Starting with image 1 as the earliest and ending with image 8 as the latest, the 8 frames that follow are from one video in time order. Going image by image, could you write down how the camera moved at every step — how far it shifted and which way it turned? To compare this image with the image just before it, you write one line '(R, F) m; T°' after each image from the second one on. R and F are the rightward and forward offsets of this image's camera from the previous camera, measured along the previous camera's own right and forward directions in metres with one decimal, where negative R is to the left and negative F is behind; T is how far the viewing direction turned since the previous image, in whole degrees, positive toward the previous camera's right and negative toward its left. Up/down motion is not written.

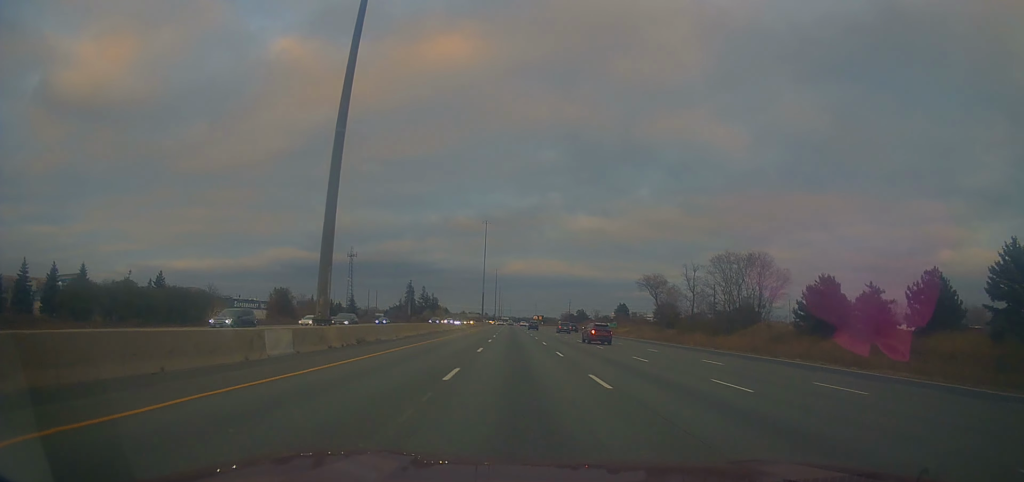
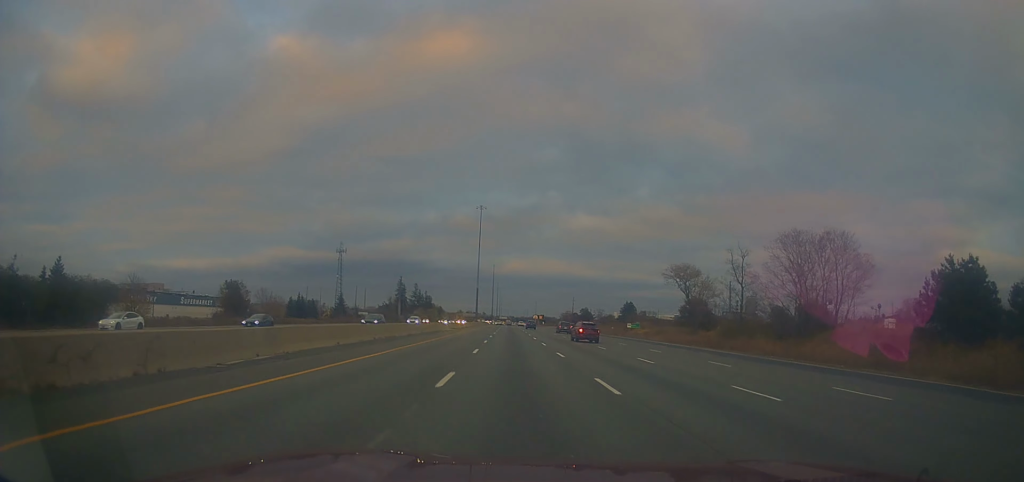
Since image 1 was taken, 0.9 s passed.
(-0.1, +25.7) m; 0°
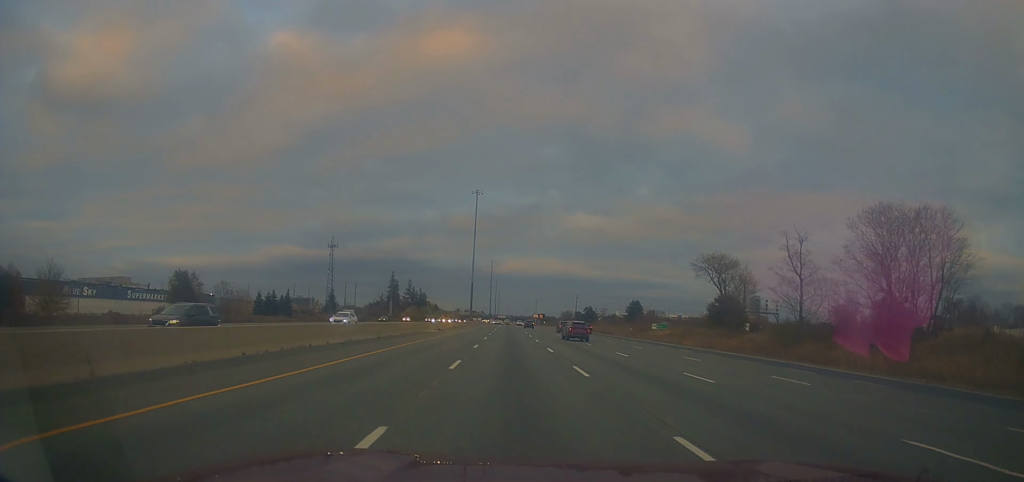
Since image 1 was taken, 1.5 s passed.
(0.0, +19.7) m; 0°
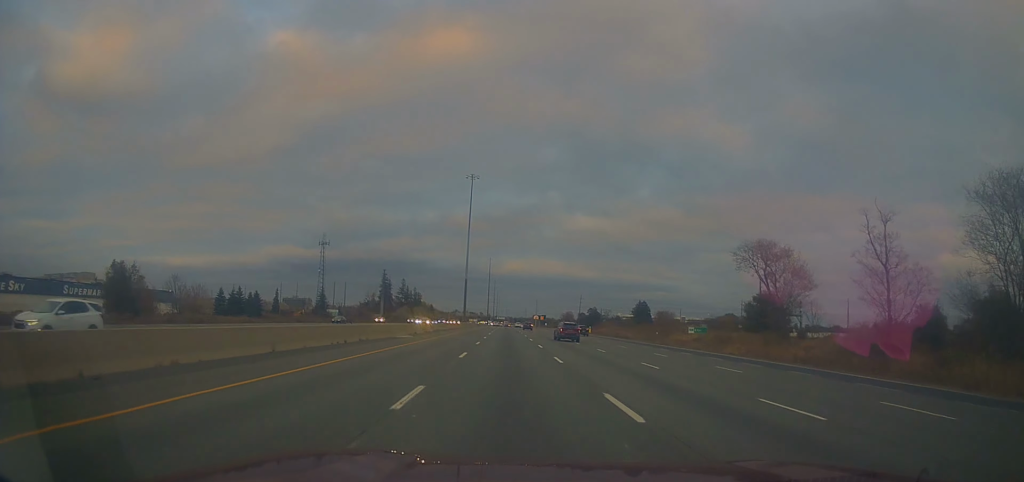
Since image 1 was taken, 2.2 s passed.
(+0.1, +18.7) m; +1°
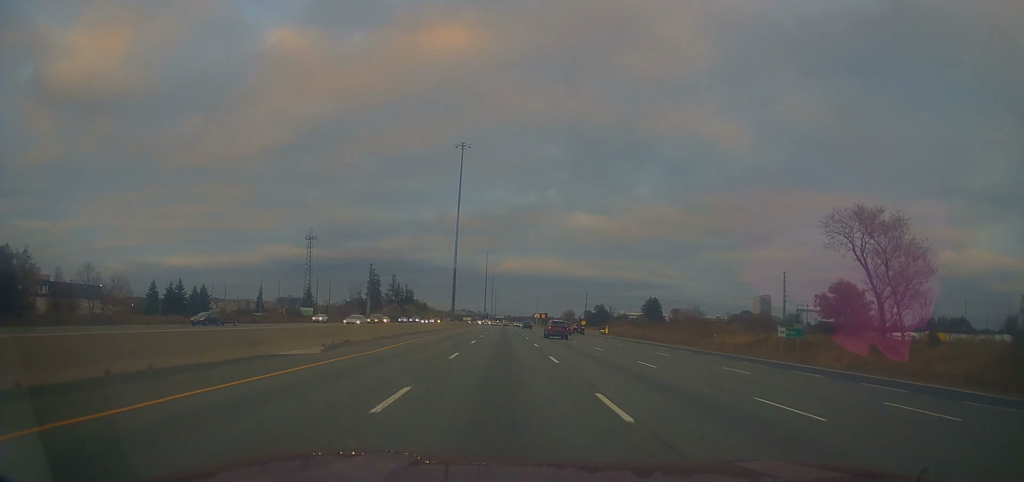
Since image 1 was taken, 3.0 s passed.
(+0.1, +24.7) m; 0°
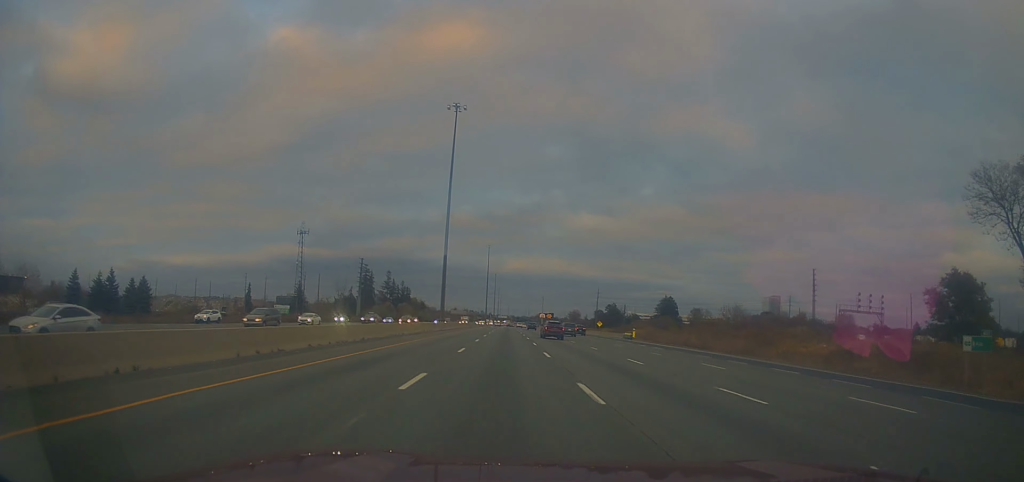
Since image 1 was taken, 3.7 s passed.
(0.0, +21.7) m; -1°
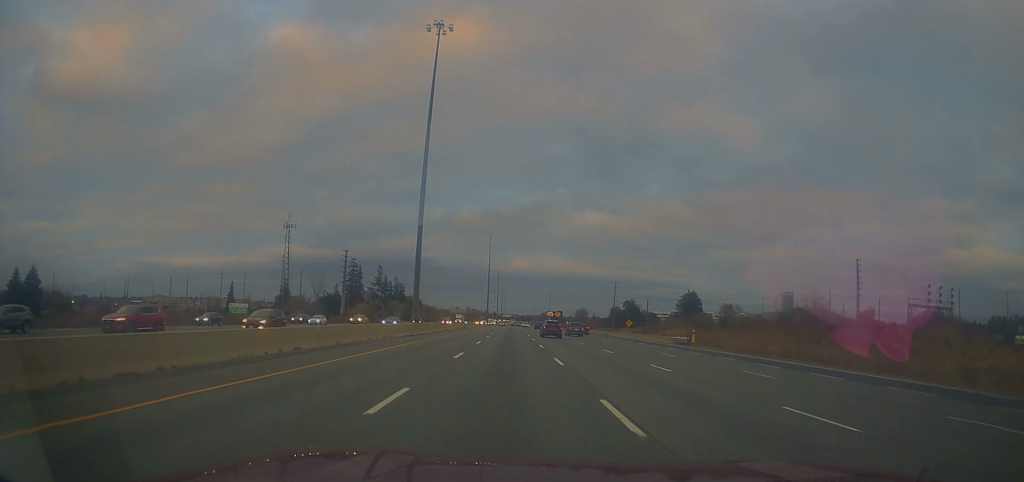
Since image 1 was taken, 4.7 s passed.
(-0.5, +27.6) m; 0°
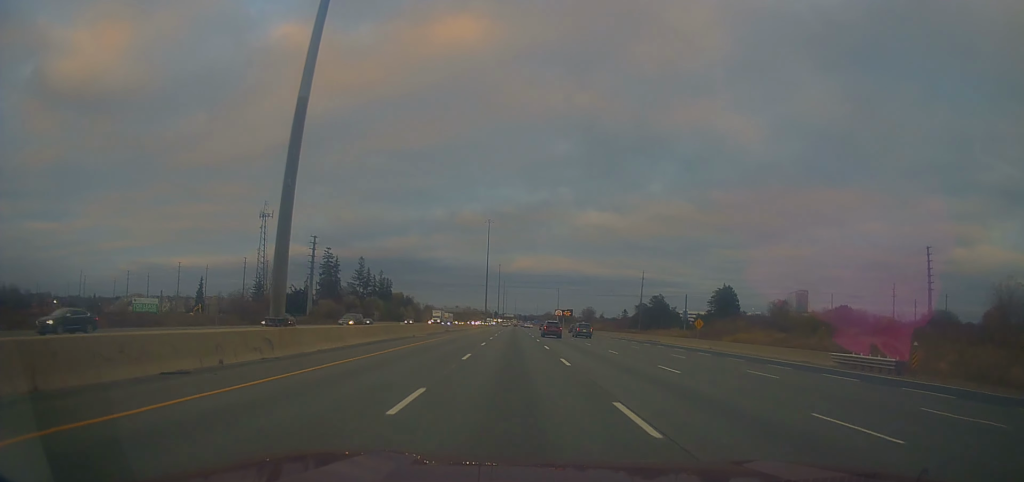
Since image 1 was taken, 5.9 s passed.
(+0.5, +36.5) m; 0°
